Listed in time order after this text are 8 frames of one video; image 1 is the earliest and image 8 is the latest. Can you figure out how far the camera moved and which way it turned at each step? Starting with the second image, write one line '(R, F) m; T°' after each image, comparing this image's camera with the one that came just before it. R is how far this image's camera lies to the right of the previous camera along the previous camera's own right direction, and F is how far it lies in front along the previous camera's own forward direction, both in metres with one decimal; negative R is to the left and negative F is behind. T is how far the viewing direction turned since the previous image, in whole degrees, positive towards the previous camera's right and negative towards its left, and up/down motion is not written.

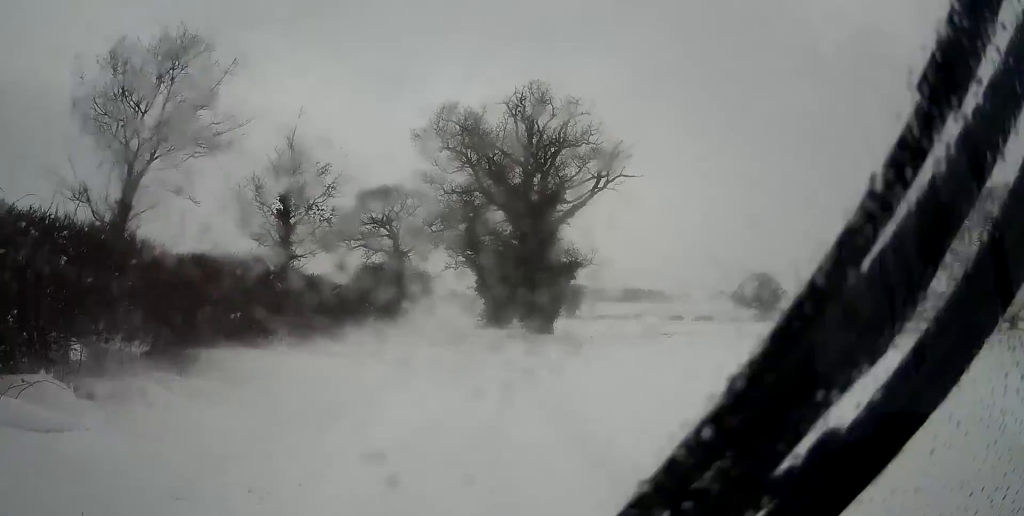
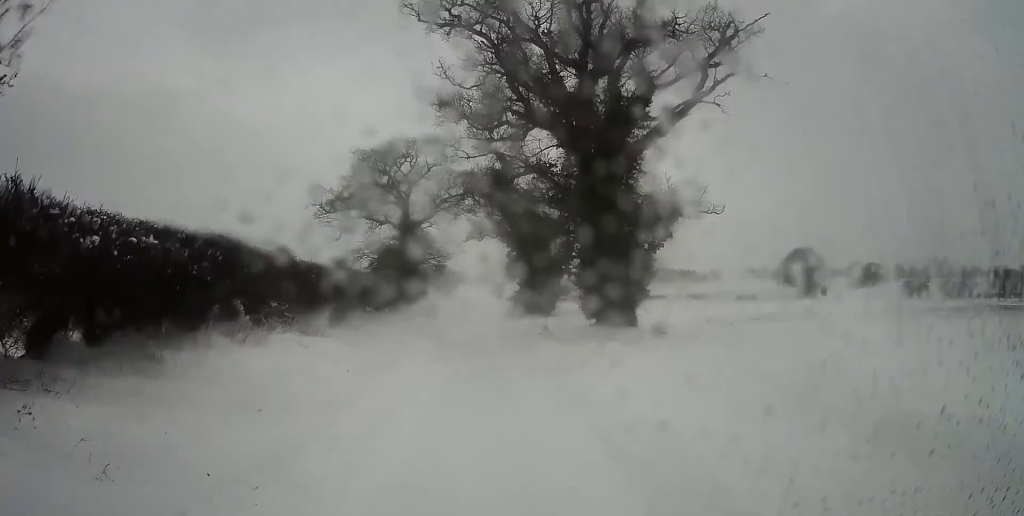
(-0.3, +15.7) m; -1°
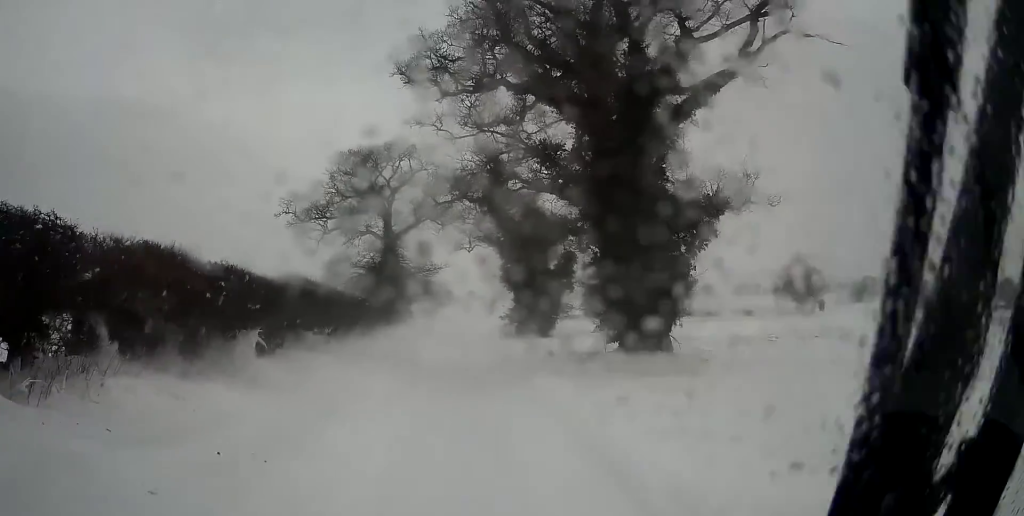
(0.0, +5.8) m; -1°
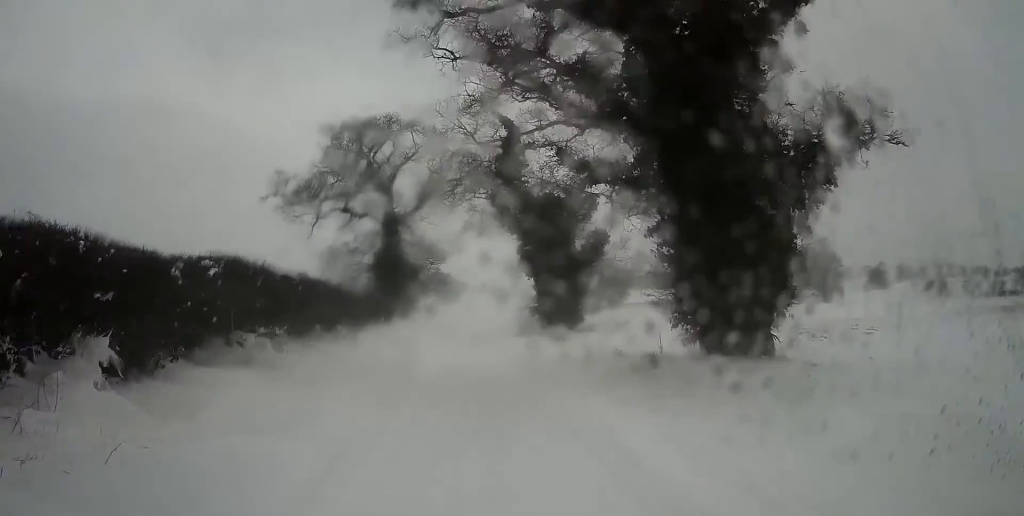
(0.0, +6.6) m; -1°
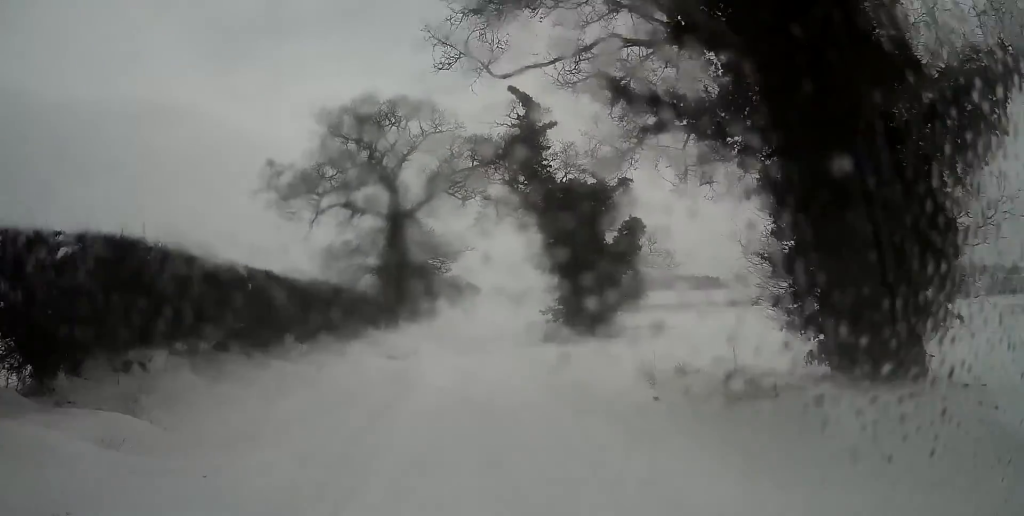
(-0.1, +4.7) m; -1°
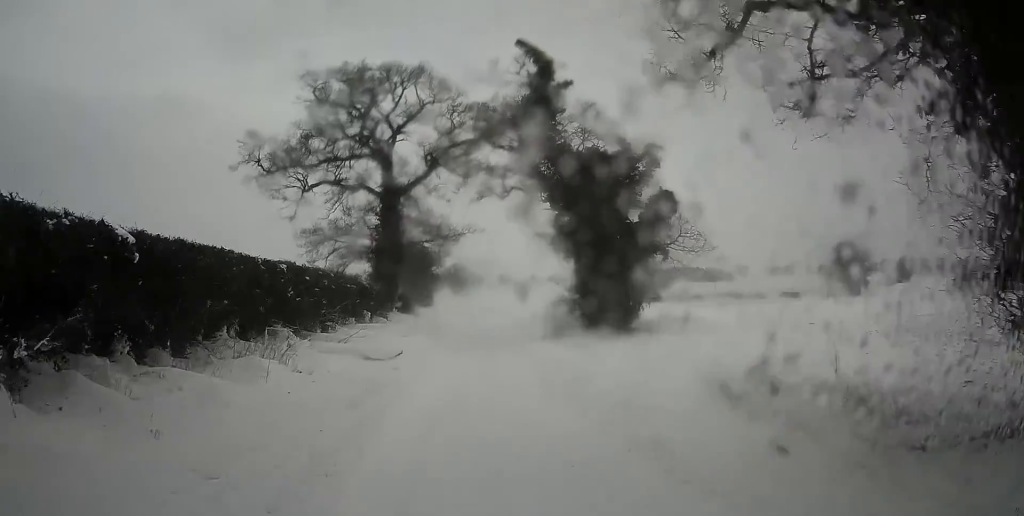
(0.0, +4.7) m; -1°
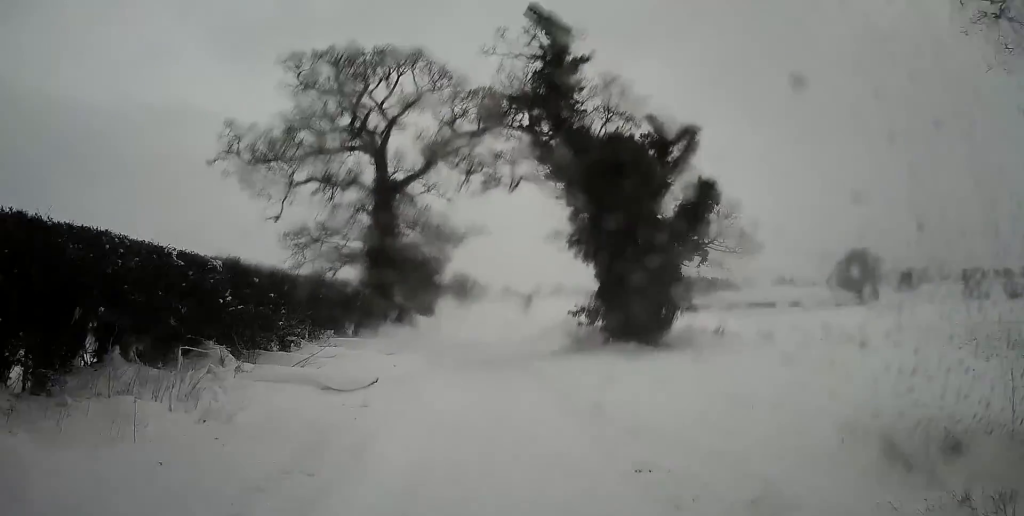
(0.0, +4.4) m; 0°
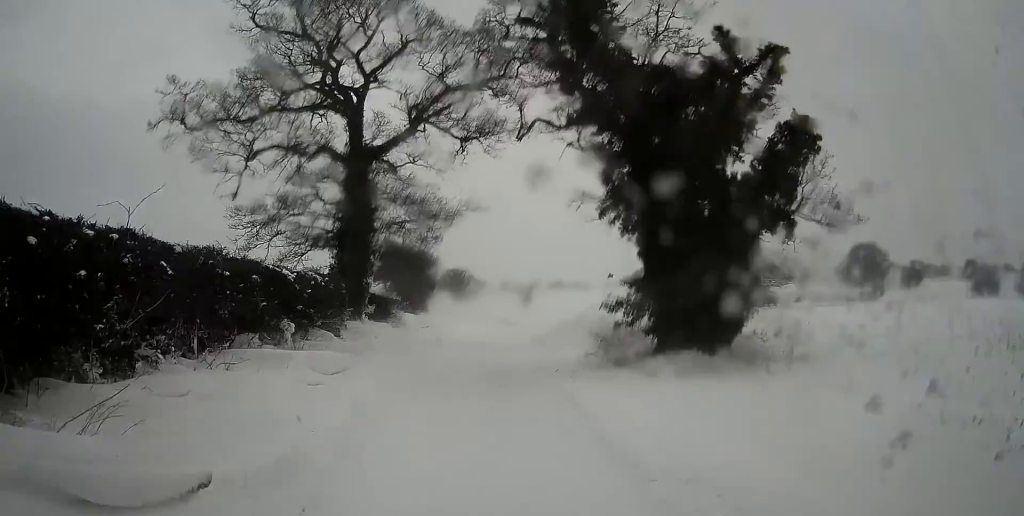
(0.0, +6.8) m; -1°
